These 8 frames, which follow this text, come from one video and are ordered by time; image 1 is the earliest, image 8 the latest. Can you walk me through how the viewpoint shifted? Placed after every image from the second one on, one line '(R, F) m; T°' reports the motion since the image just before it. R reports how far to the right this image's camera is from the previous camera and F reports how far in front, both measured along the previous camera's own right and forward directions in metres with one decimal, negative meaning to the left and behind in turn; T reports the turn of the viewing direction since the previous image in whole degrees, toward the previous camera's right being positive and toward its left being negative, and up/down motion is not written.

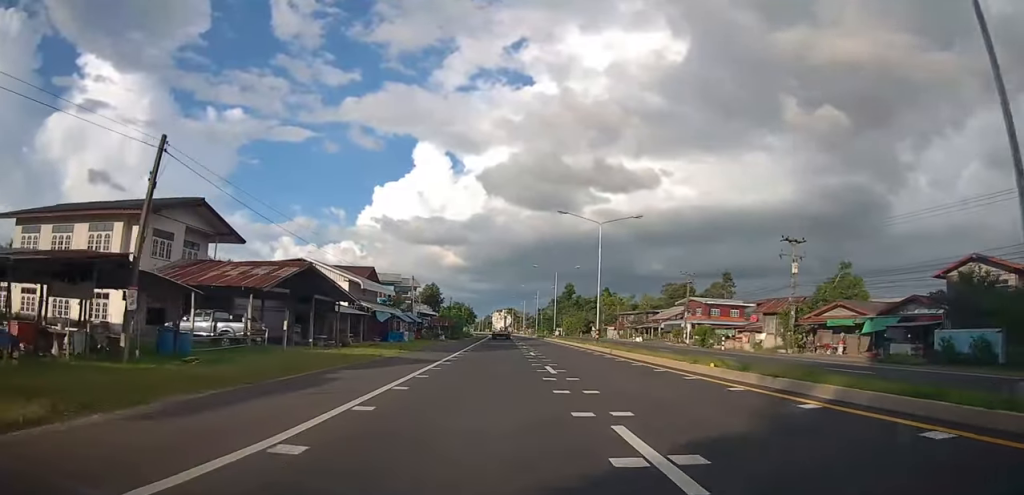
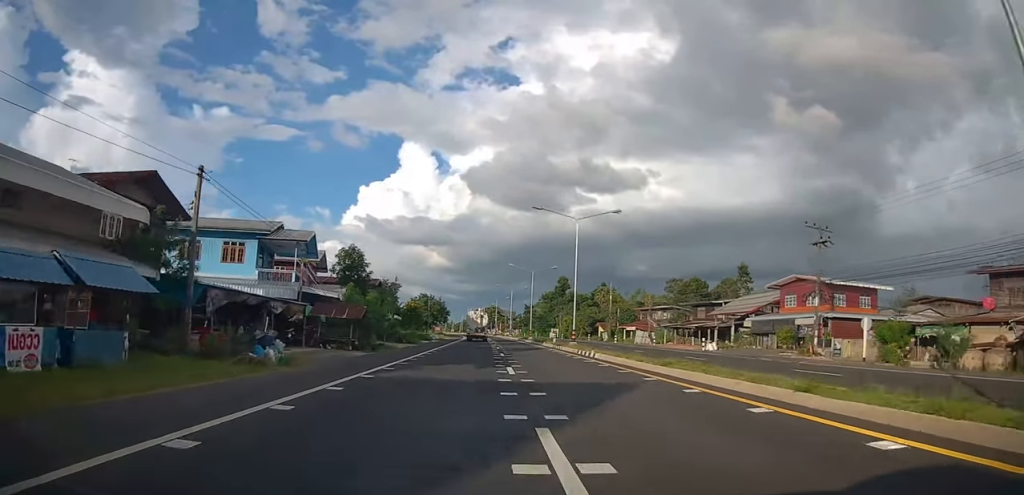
(+0.6, +36.2) m; +3°
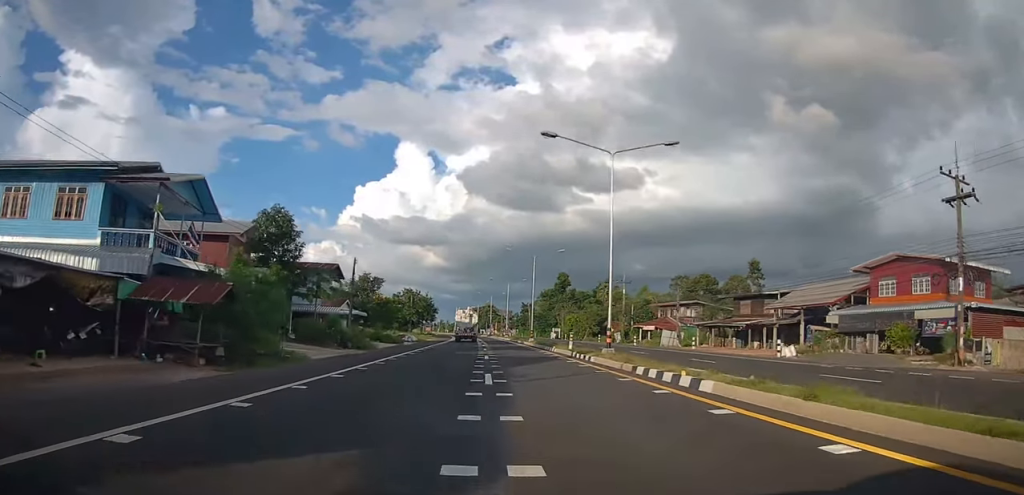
(+0.5, +15.4) m; 0°
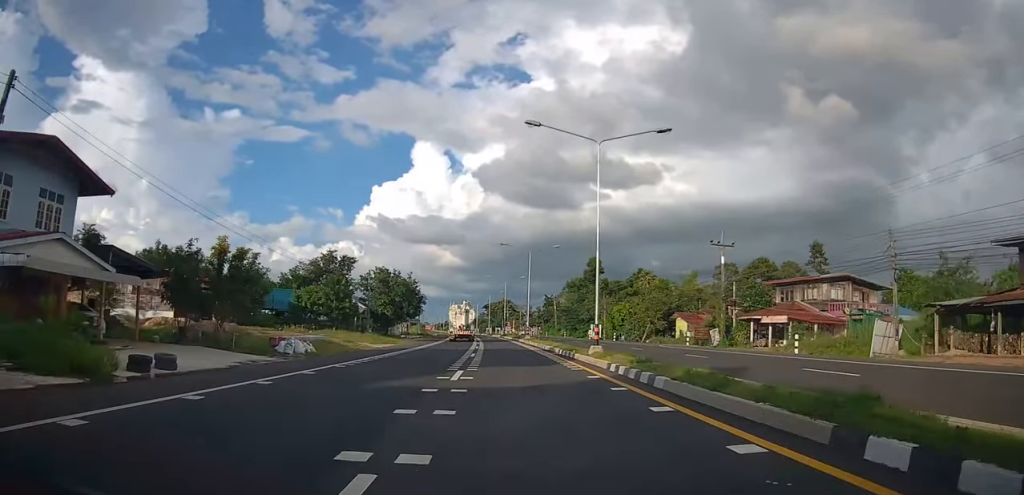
(-0.2, +35.6) m; 0°
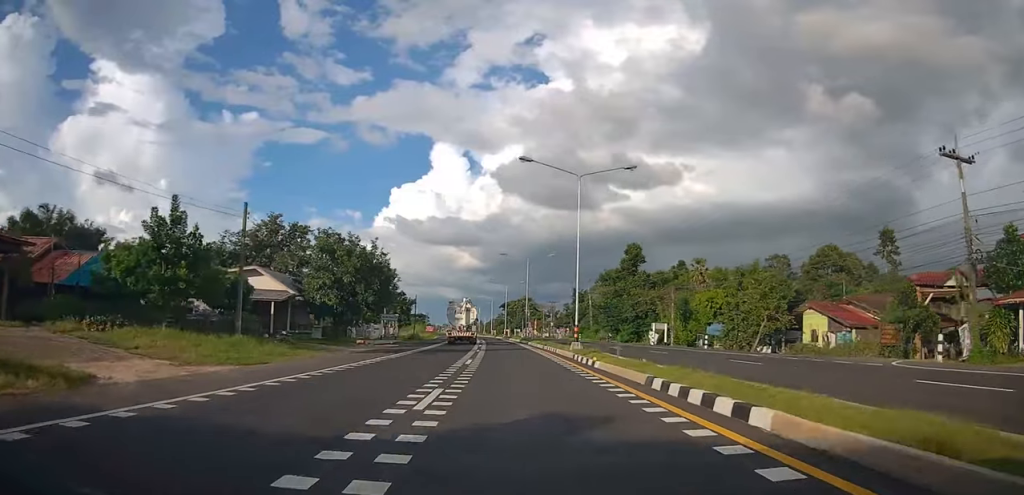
(-0.5, +29.2) m; -5°
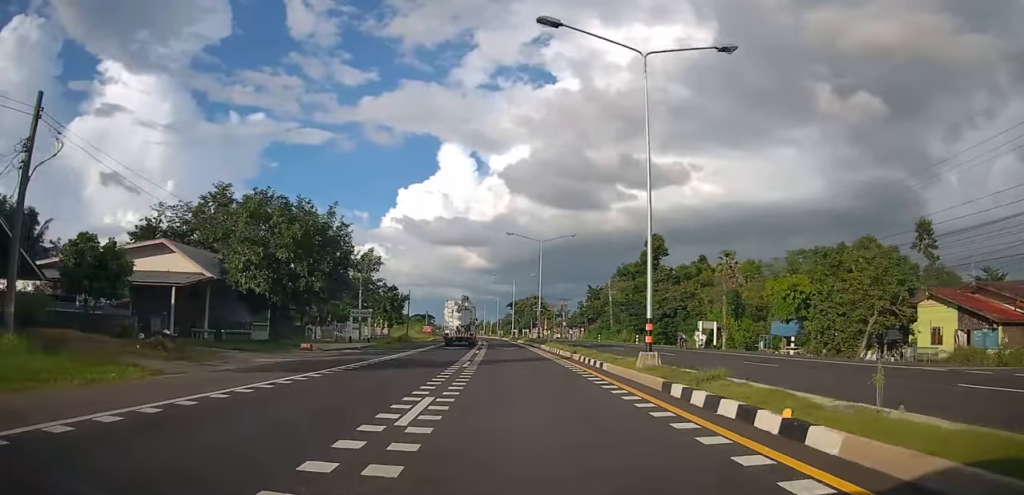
(-0.6, +13.5) m; 0°
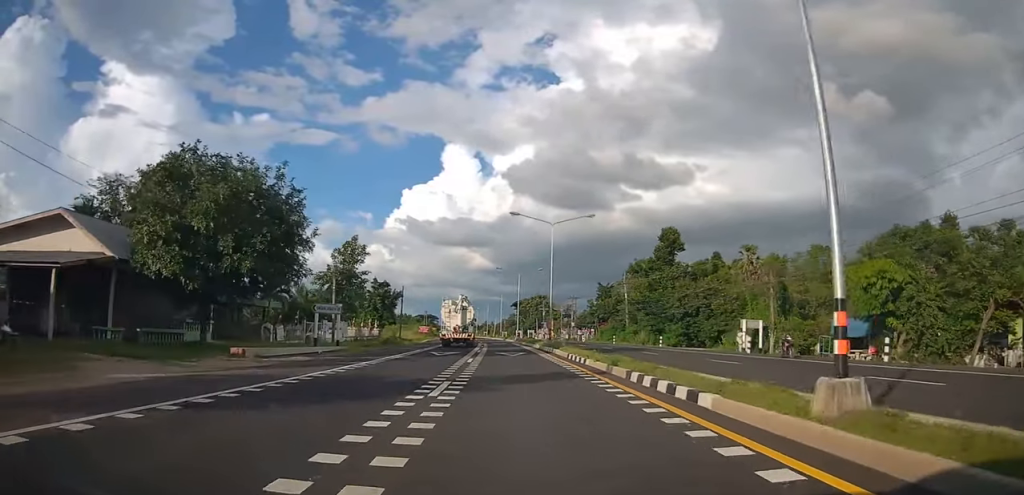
(-0.3, +8.7) m; 0°
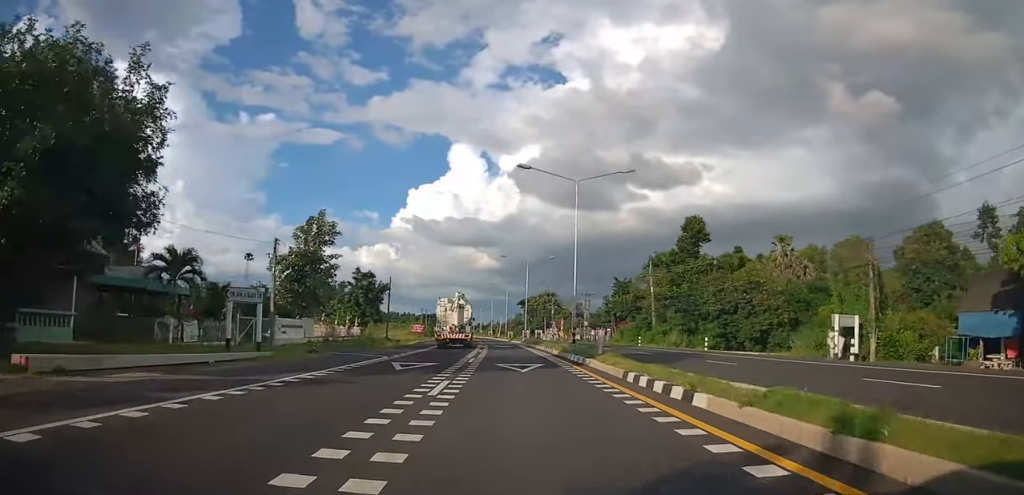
(+0.4, +11.8) m; 0°
